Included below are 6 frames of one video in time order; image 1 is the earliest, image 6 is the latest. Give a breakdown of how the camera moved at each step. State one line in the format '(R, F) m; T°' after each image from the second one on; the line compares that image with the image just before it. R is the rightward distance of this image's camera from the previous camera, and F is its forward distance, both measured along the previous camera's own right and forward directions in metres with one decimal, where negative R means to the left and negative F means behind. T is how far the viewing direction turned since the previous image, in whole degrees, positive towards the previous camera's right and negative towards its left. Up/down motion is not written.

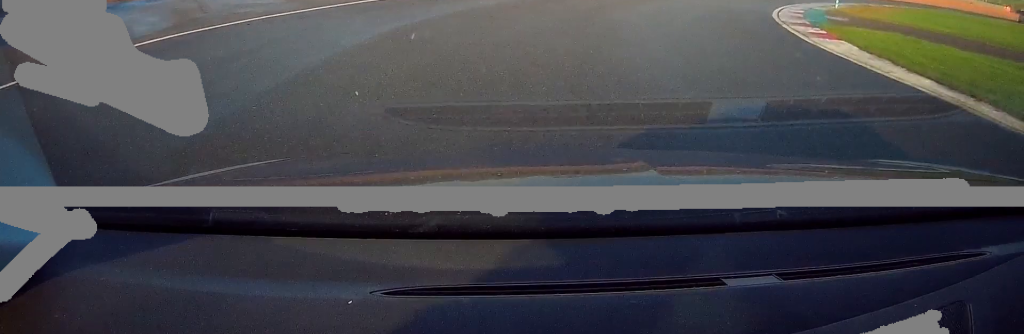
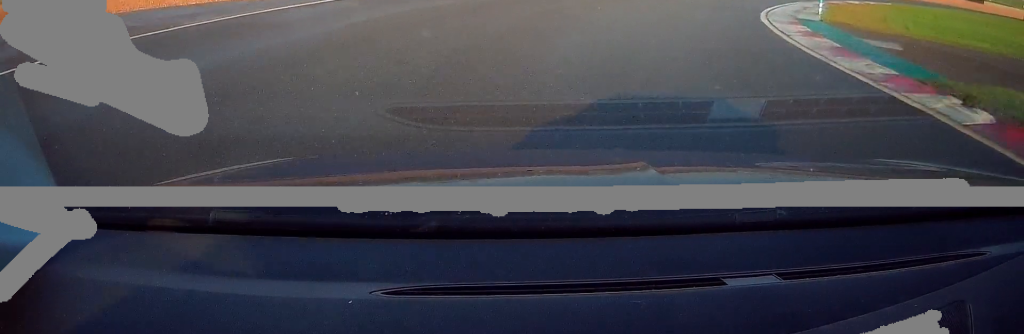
(+1.2, +11.4) m; +12°
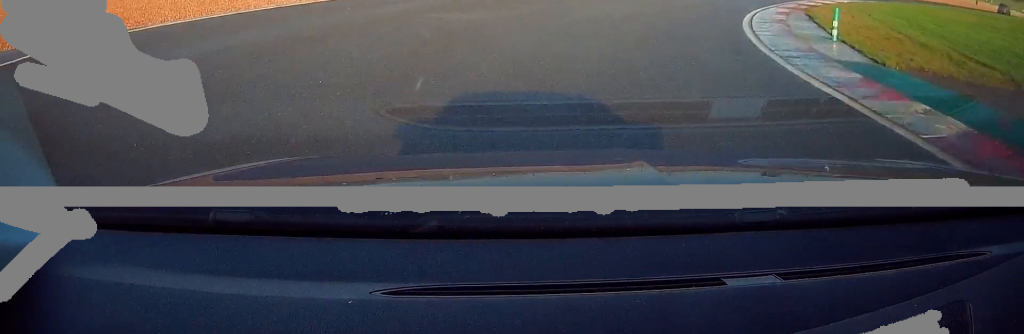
(+1.0, +11.2) m; +12°
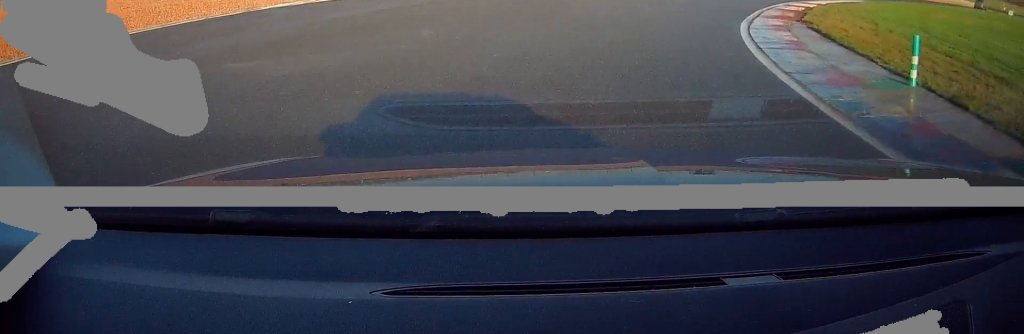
(+0.7, +6.2) m; +7°
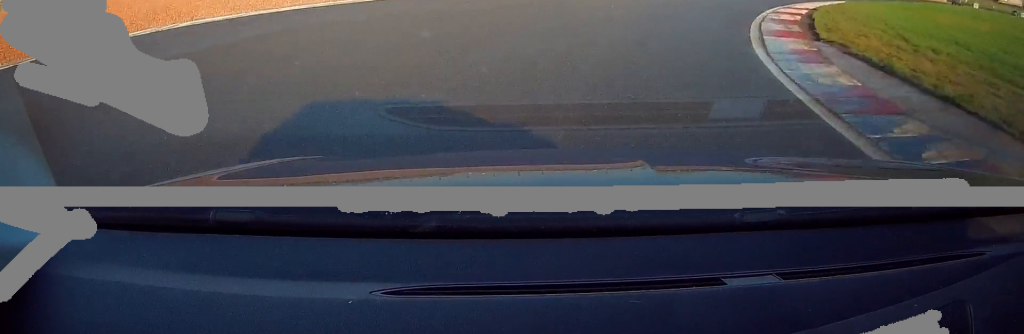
(0.0, +5.2) m; +6°
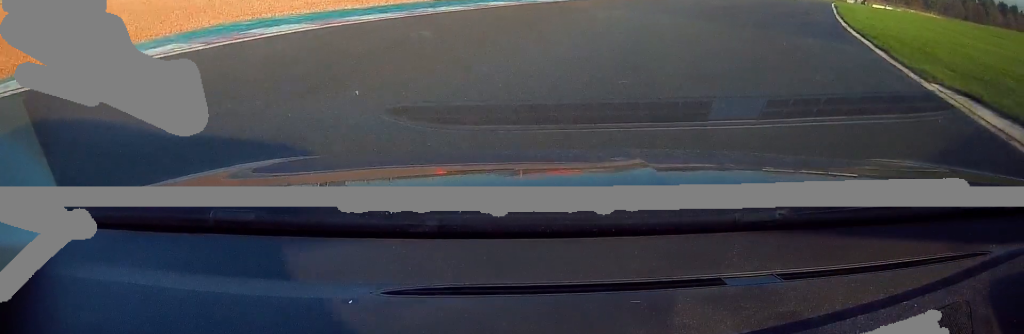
(+6.2, +27.1) m; +25°
